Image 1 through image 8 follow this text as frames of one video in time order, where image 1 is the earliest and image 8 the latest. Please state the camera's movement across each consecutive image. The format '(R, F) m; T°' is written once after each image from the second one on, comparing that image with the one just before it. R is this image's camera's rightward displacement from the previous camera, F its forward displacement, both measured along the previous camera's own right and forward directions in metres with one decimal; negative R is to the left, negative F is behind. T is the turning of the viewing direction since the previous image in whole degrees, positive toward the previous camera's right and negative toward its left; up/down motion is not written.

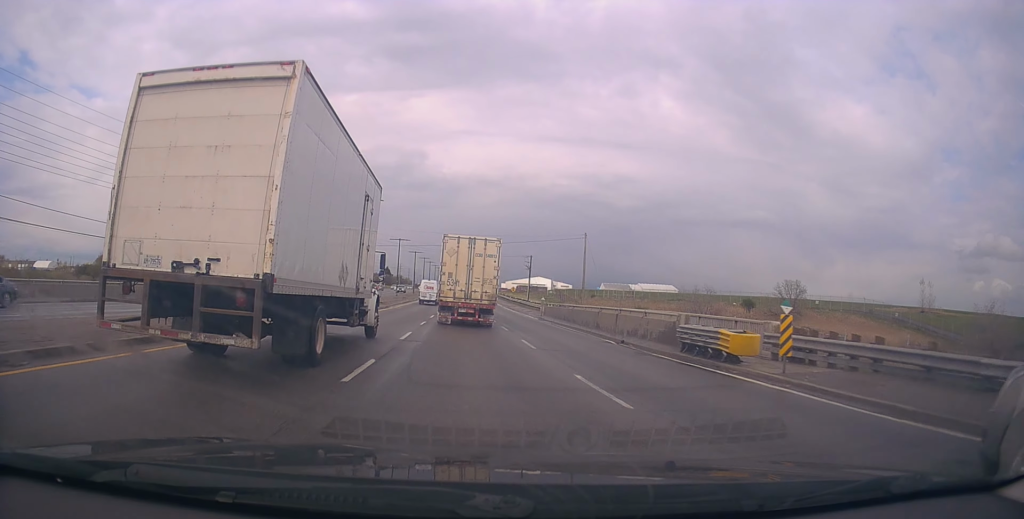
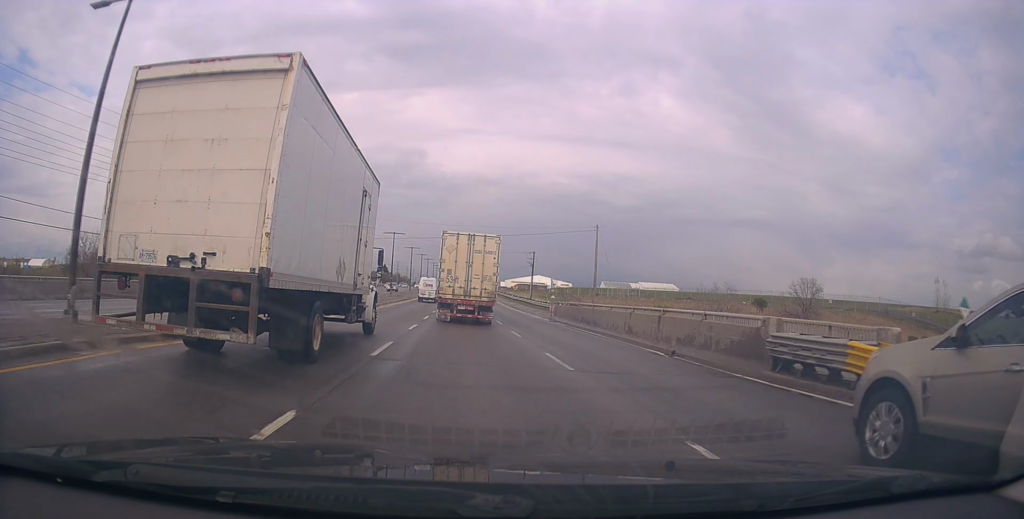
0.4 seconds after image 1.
(+0.1, +5.6) m; 0°
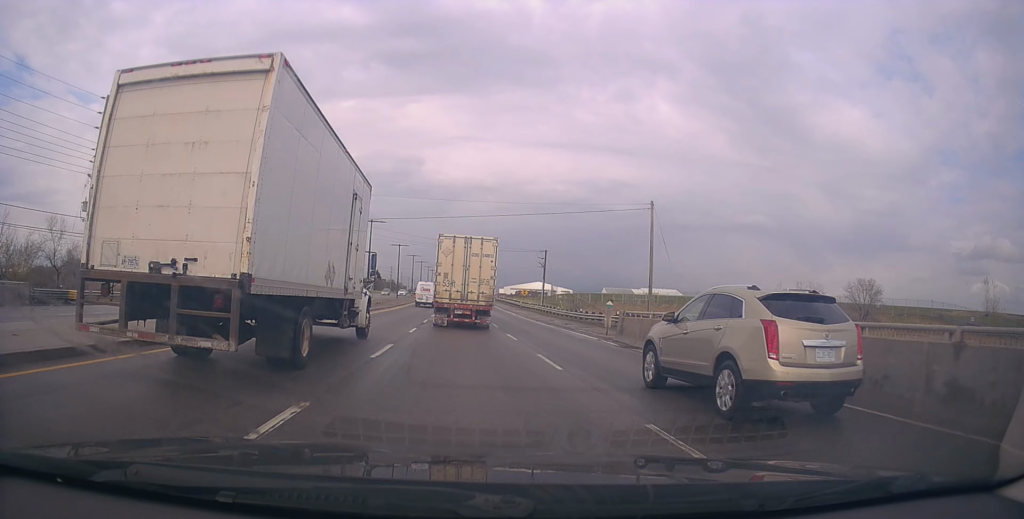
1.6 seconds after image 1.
(-0.4, +16.2) m; -1°
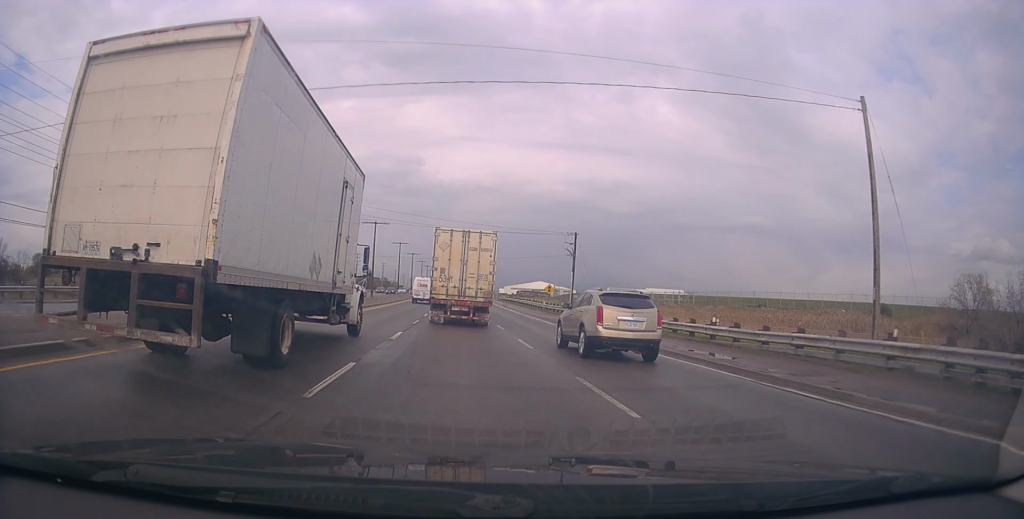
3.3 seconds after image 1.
(0.0, +22.5) m; 0°
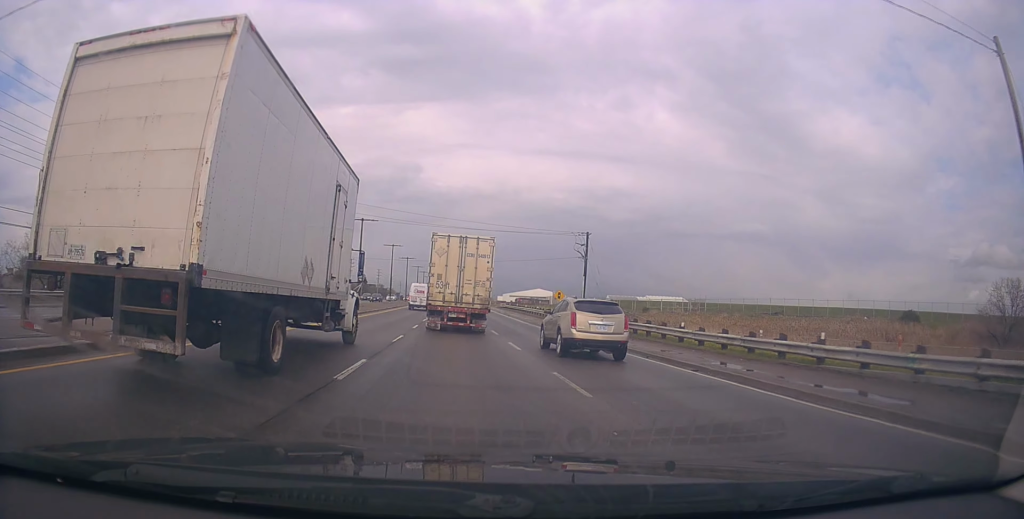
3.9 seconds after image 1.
(0.0, +6.8) m; 0°
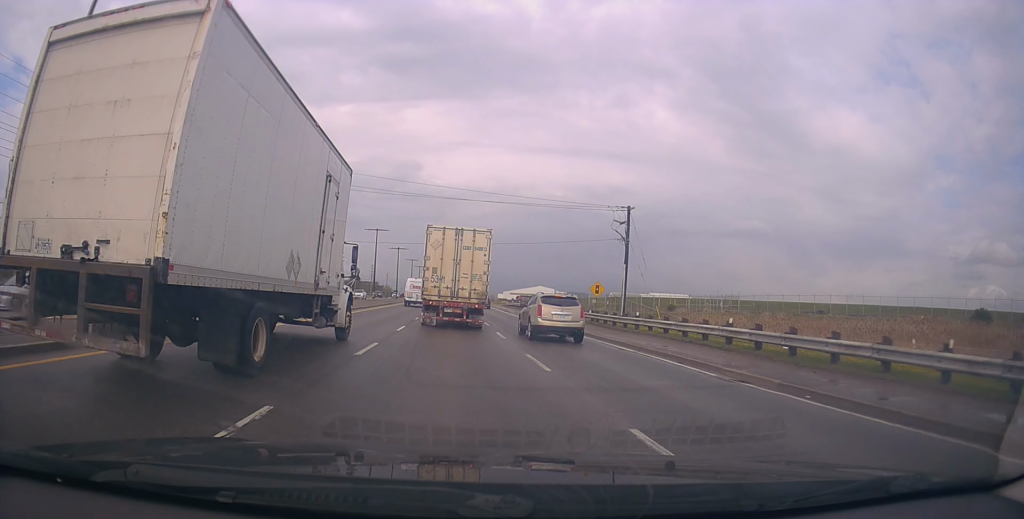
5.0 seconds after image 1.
(0.0, +14.5) m; +1°
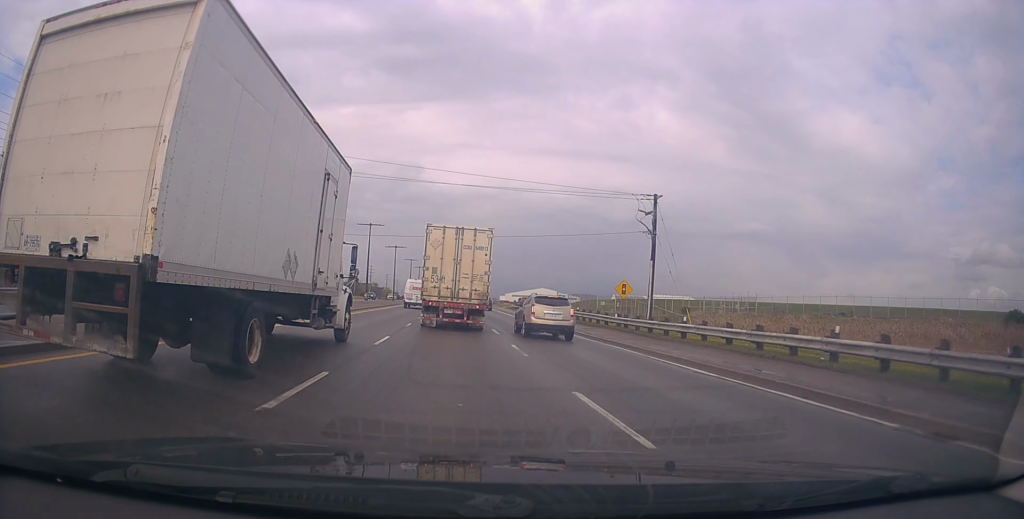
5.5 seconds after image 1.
(0.0, +5.5) m; 0°
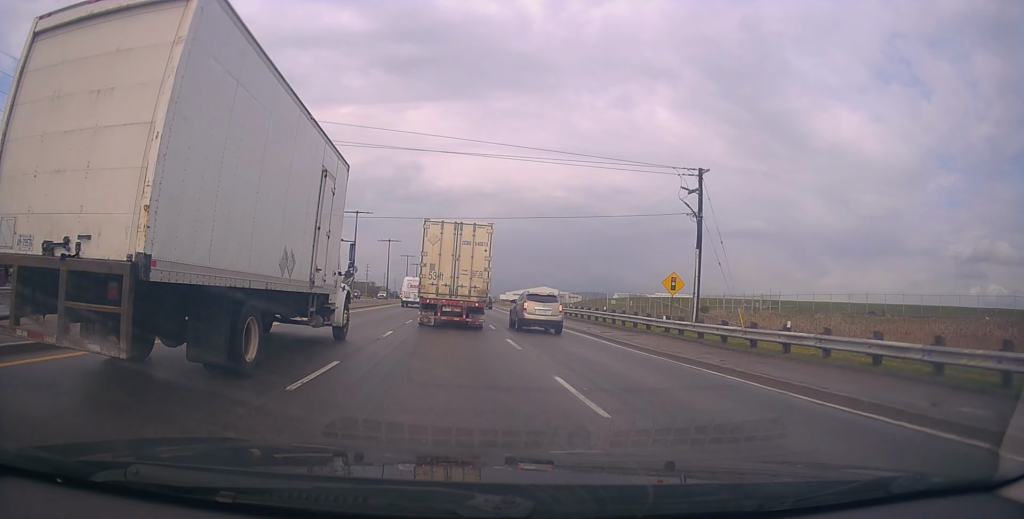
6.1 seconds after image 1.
(+0.3, +7.2) m; -1°
